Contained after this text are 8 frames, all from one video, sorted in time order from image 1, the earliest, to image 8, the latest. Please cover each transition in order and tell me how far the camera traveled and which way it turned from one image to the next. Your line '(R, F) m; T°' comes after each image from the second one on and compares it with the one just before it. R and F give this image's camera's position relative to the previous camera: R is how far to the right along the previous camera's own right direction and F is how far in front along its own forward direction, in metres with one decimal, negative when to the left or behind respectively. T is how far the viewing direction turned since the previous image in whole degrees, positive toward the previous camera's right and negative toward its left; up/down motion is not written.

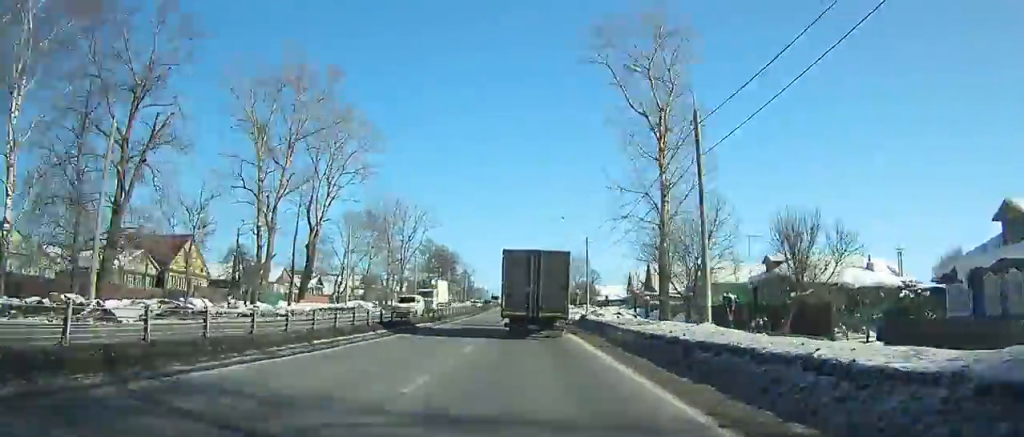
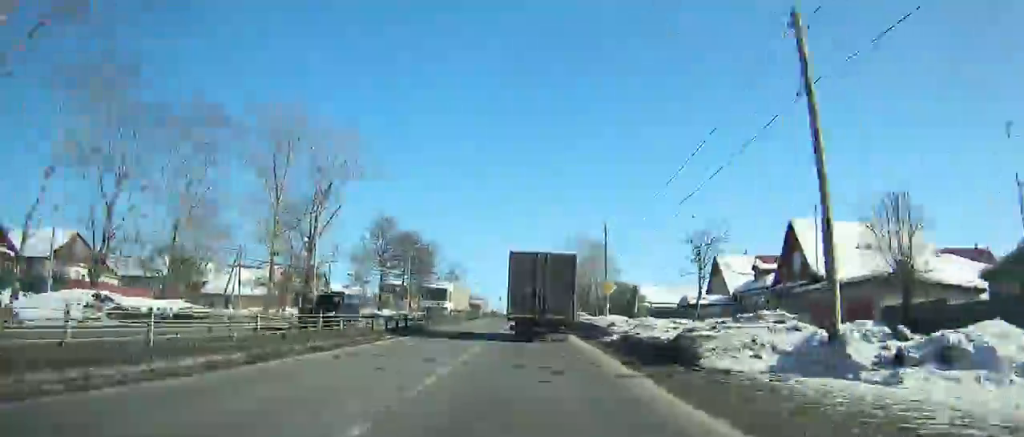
(-6.6, +48.4) m; -6°
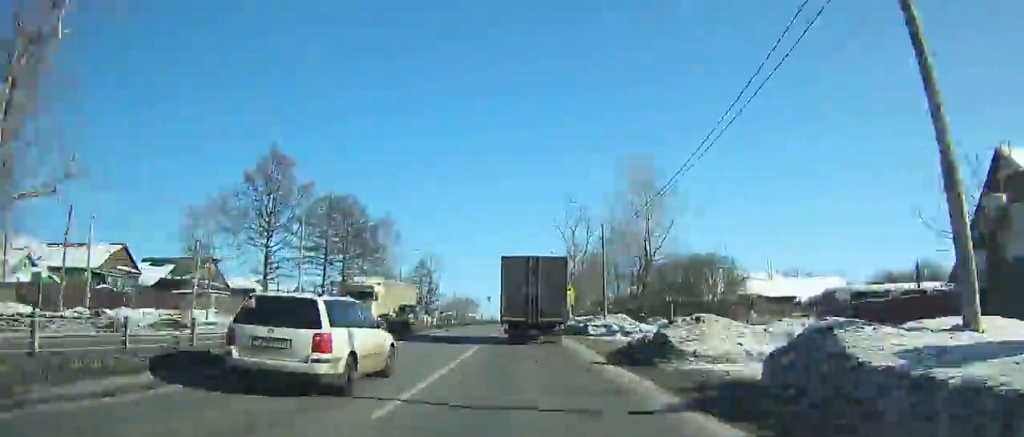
(+0.2, +42.1) m; +1°
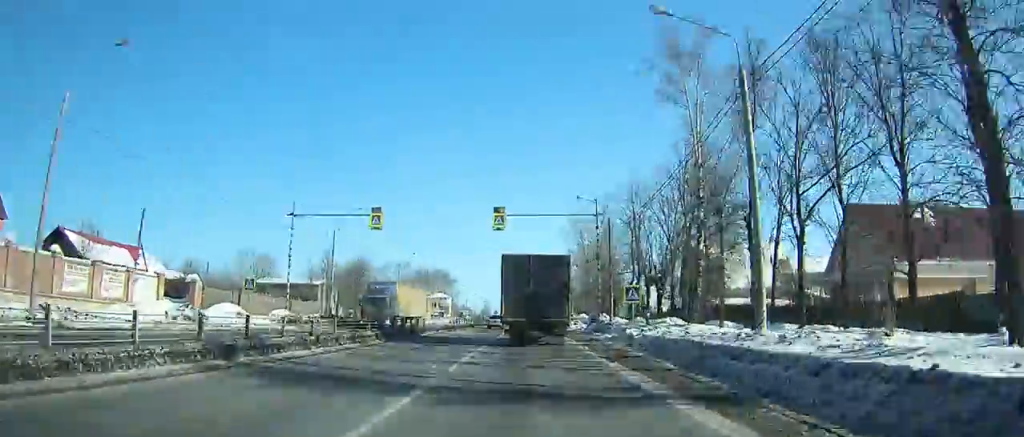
(+5.8, +129.8) m; +3°
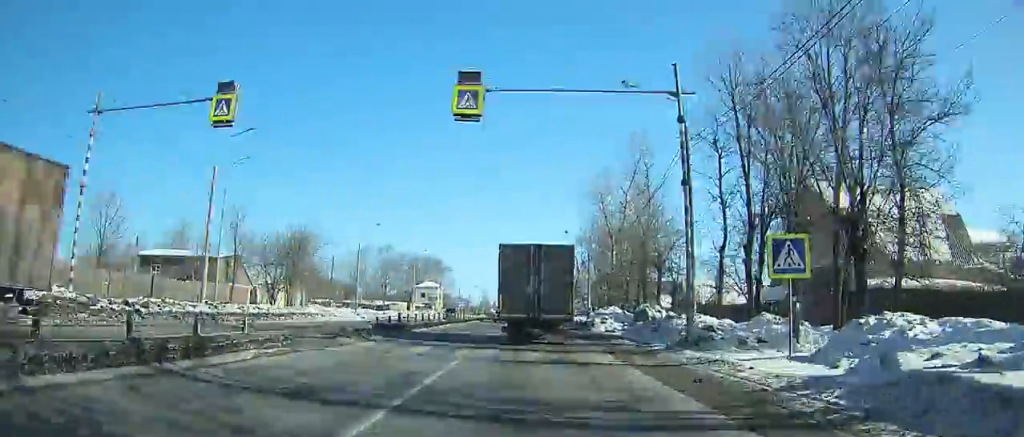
(+0.1, +20.9) m; 0°
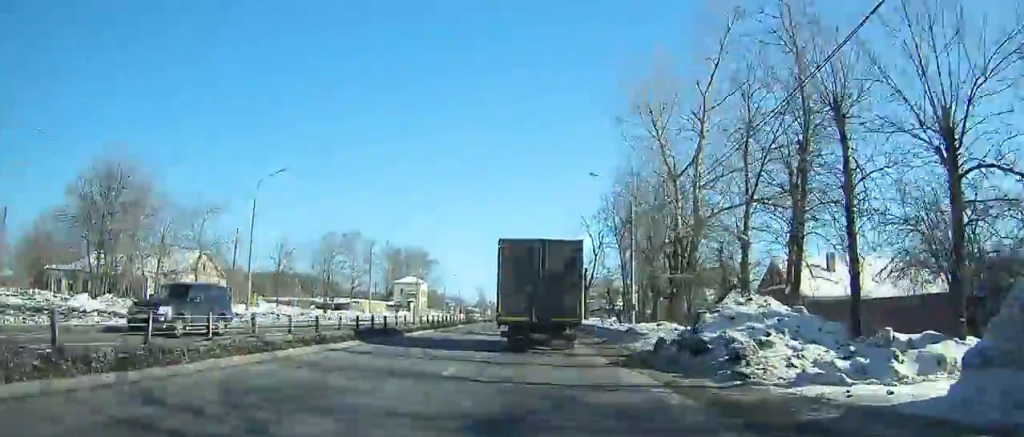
(0.0, +26.2) m; 0°
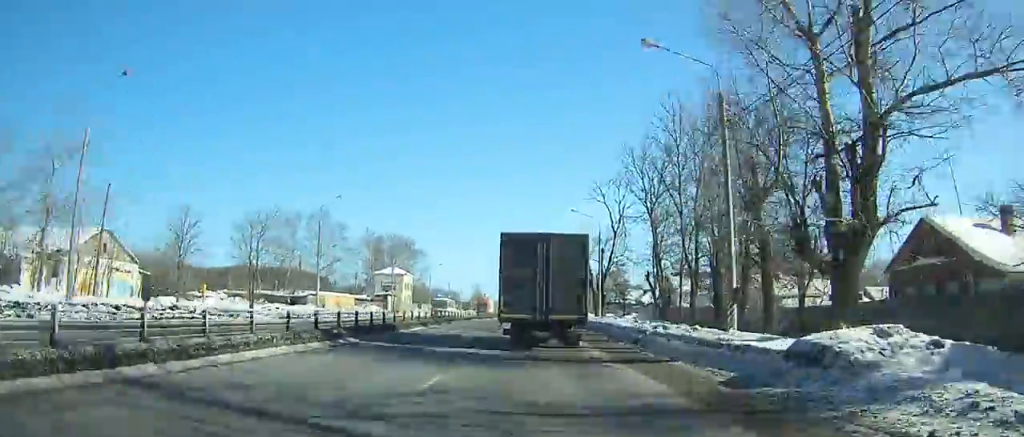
(-0.1, +18.4) m; 0°
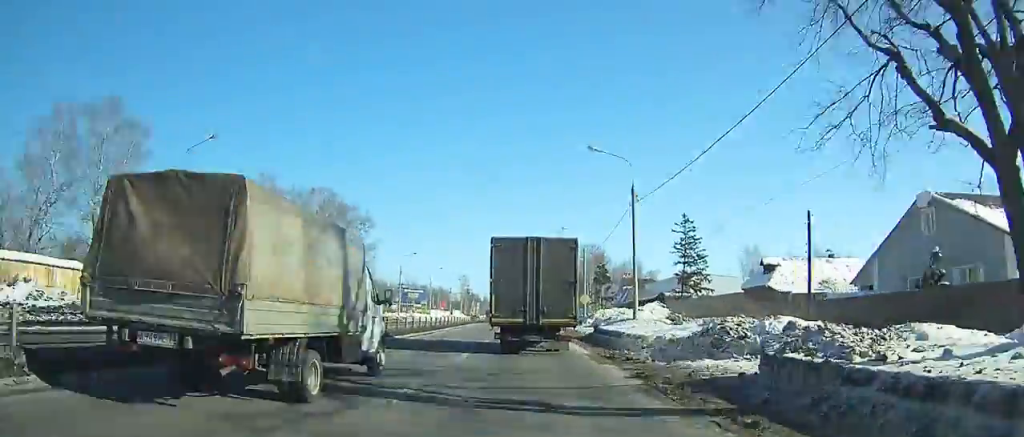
(+0.6, +57.7) m; 0°
